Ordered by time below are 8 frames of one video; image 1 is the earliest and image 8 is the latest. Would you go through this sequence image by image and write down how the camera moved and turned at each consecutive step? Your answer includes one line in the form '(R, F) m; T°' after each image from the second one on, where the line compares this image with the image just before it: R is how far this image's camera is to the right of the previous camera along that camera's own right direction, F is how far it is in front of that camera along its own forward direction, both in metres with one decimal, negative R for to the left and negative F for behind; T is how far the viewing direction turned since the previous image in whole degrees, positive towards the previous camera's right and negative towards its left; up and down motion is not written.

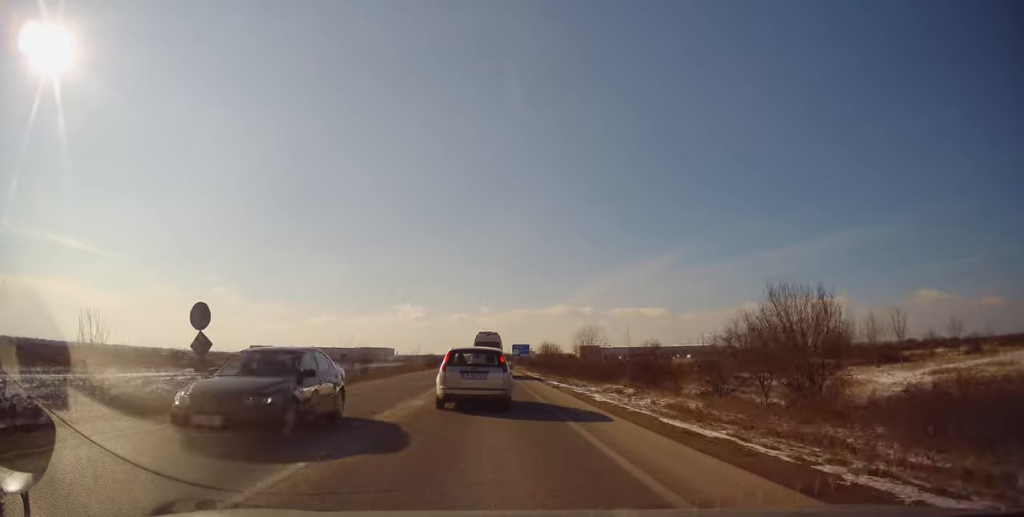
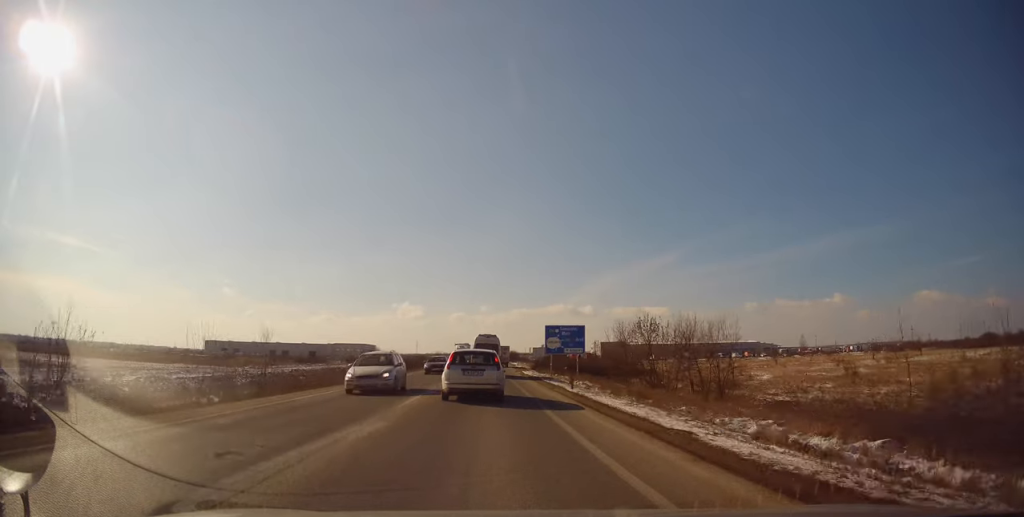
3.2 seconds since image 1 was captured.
(0.0, +63.2) m; -1°
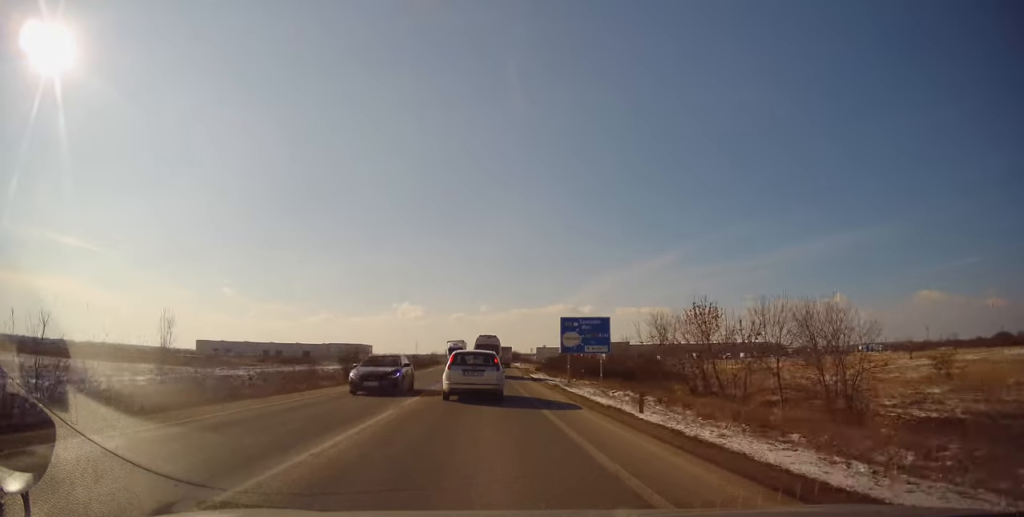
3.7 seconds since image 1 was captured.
(-0.2, +10.1) m; 0°
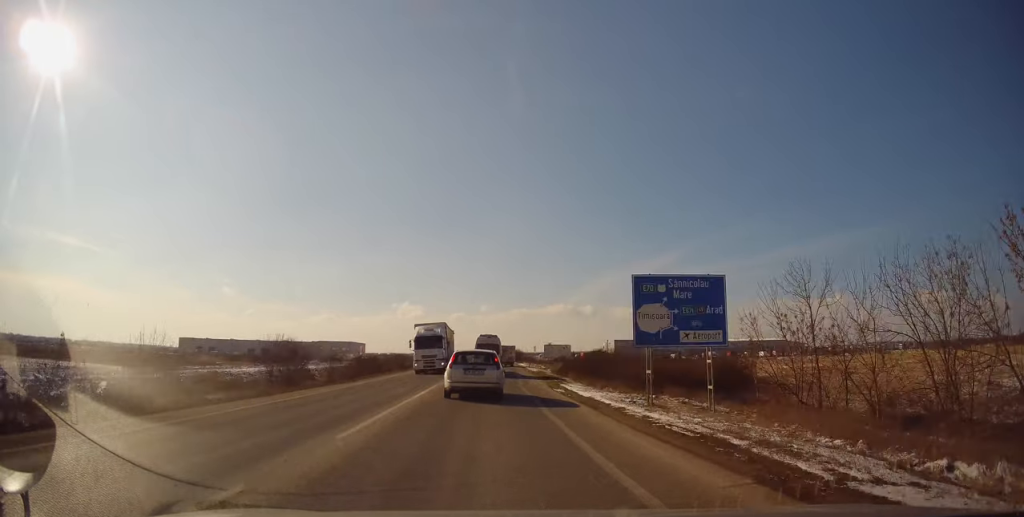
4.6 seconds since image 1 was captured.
(-0.1, +18.8) m; +1°
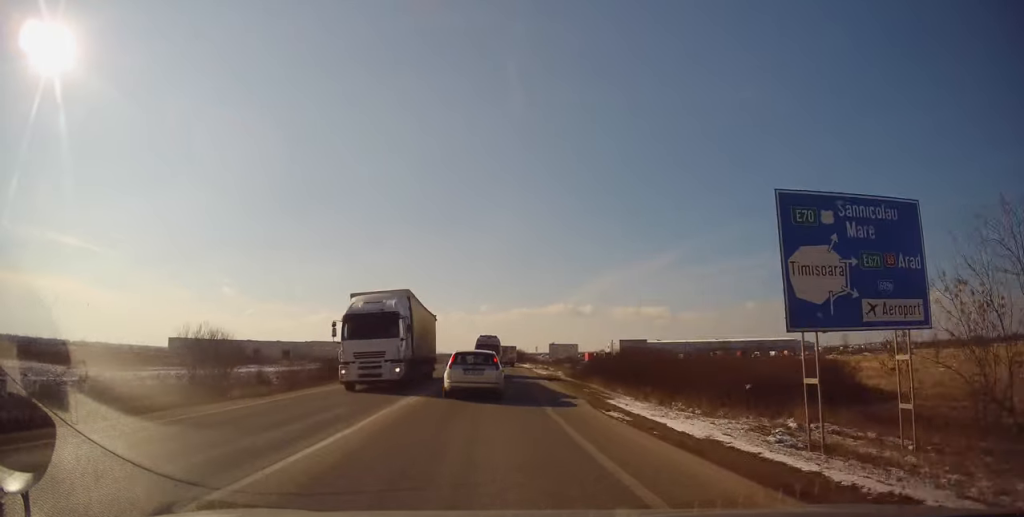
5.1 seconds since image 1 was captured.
(+0.2, +10.1) m; +1°
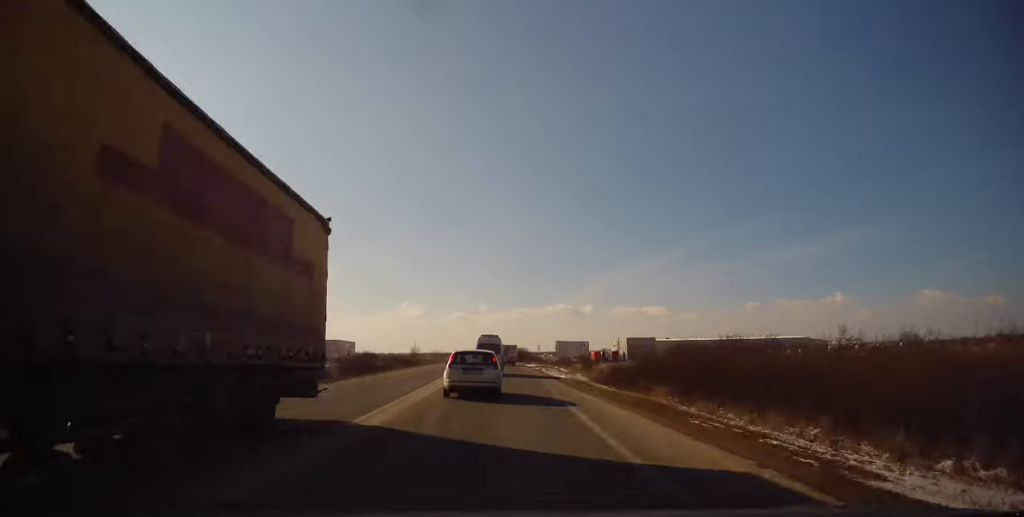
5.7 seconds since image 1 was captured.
(0.0, +12.2) m; 0°
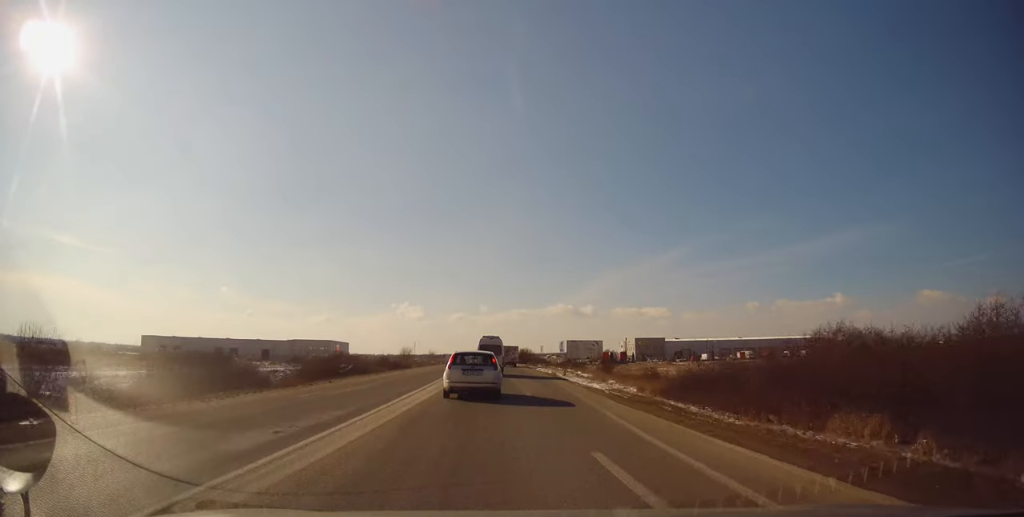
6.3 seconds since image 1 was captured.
(0.0, +12.2) m; 0°
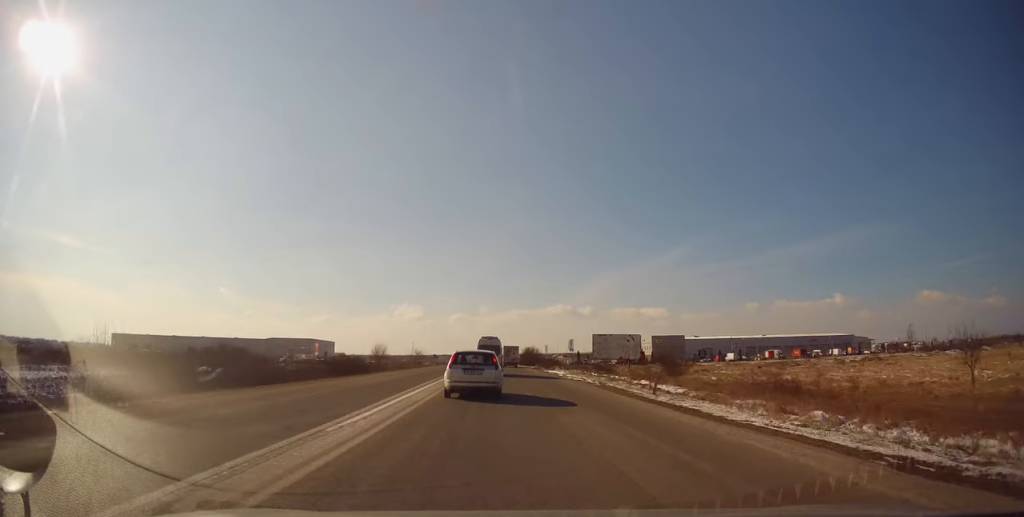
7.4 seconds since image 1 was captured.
(0.0, +22.7) m; -1°
